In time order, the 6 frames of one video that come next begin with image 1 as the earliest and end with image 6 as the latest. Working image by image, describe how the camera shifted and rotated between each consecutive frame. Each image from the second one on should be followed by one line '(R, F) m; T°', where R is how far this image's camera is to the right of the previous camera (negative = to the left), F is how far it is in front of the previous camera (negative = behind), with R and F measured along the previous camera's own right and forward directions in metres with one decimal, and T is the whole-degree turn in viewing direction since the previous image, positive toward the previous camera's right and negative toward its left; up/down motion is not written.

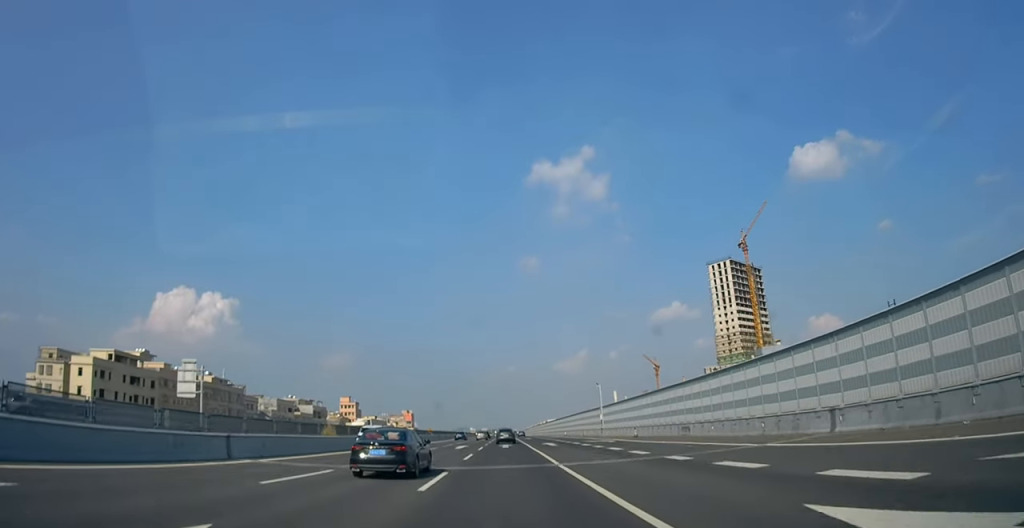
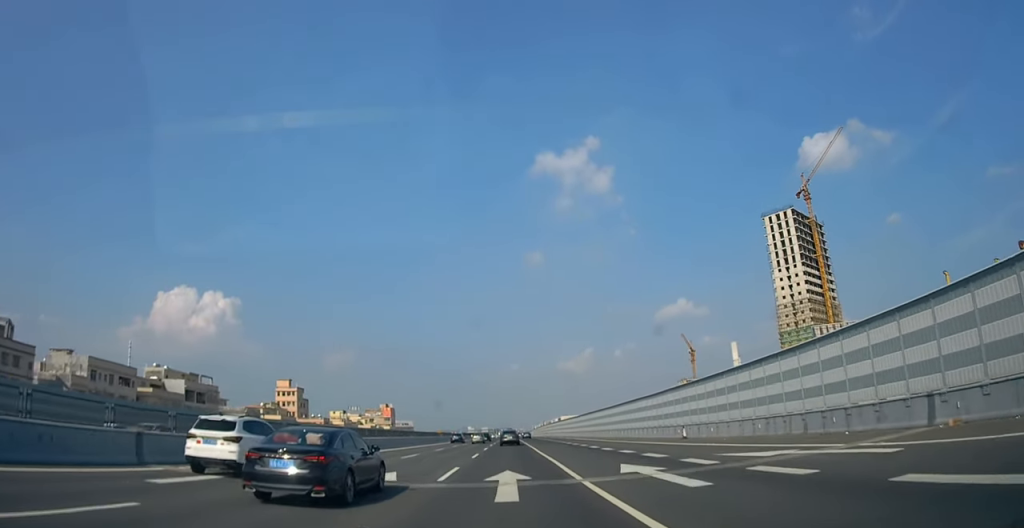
(+0.2, +83.2) m; 0°
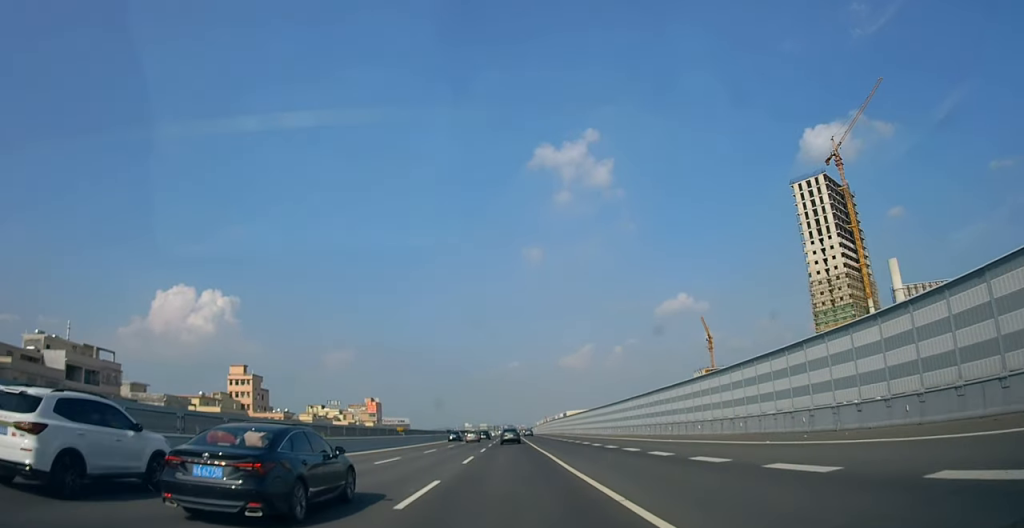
(+0.3, +35.8) m; 0°
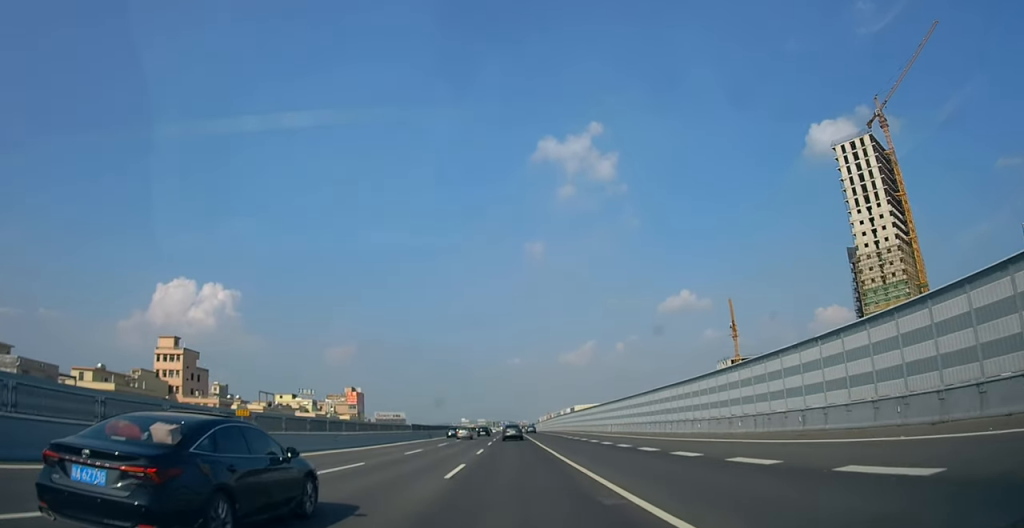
(-0.2, +41.5) m; -1°
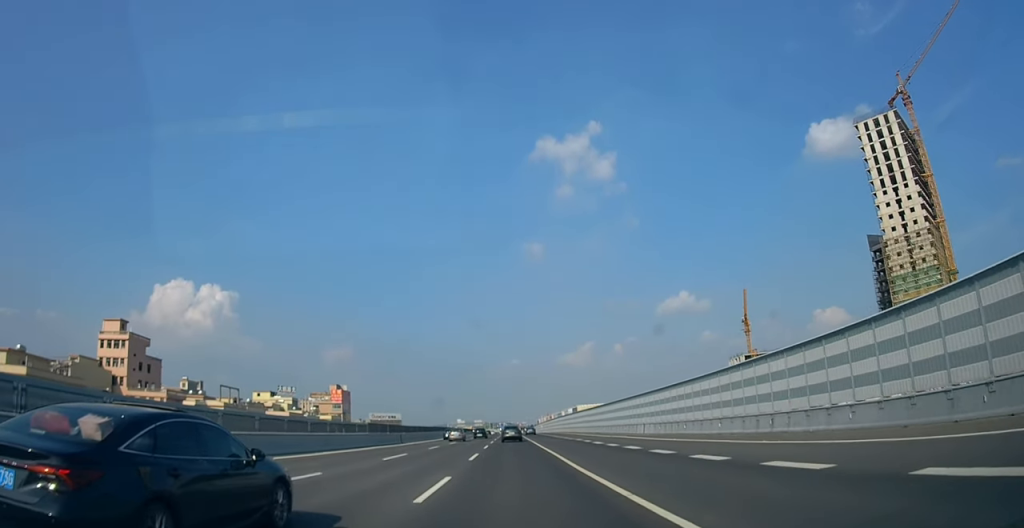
(-0.2, +20.2) m; 0°
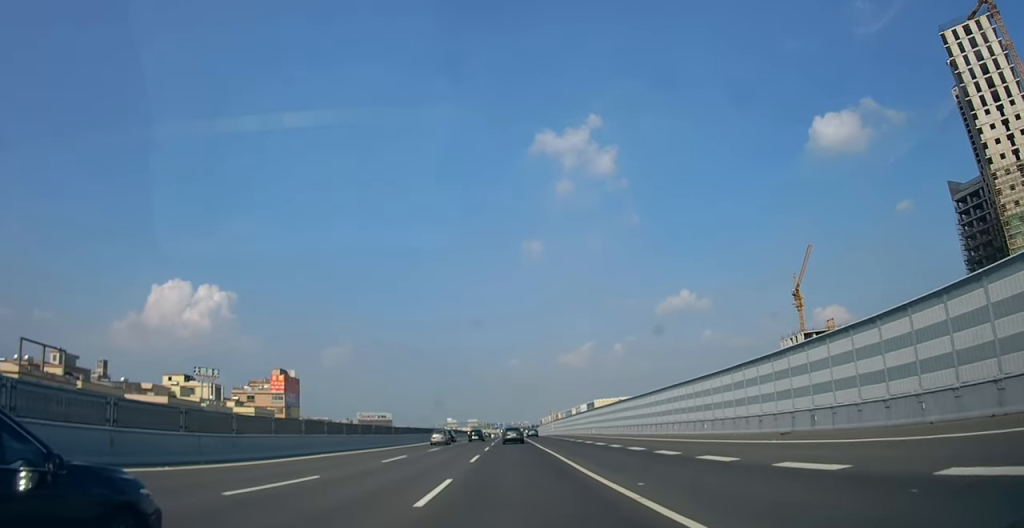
(+0.7, +49.5) m; +1°
